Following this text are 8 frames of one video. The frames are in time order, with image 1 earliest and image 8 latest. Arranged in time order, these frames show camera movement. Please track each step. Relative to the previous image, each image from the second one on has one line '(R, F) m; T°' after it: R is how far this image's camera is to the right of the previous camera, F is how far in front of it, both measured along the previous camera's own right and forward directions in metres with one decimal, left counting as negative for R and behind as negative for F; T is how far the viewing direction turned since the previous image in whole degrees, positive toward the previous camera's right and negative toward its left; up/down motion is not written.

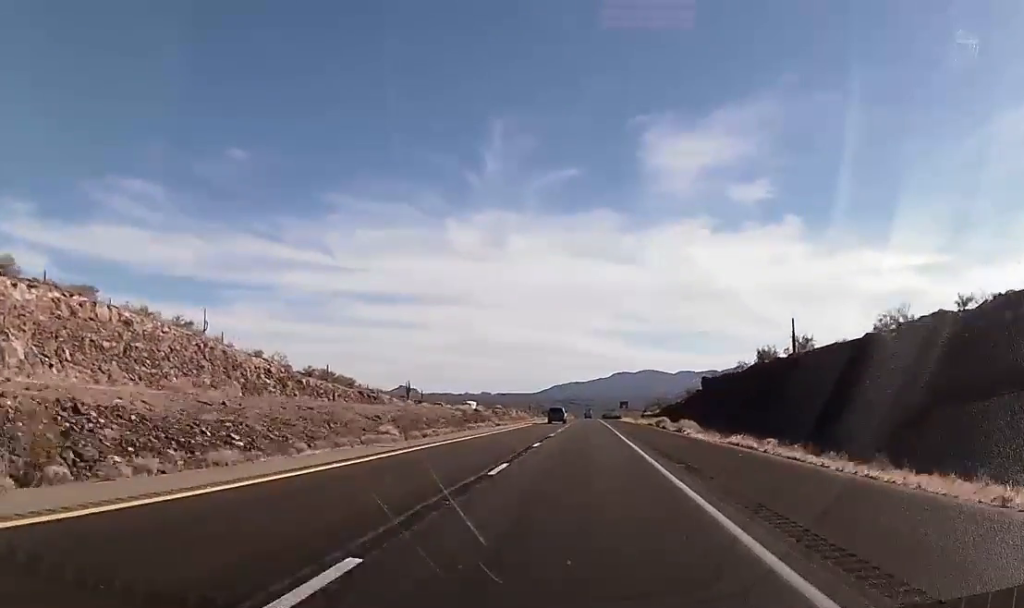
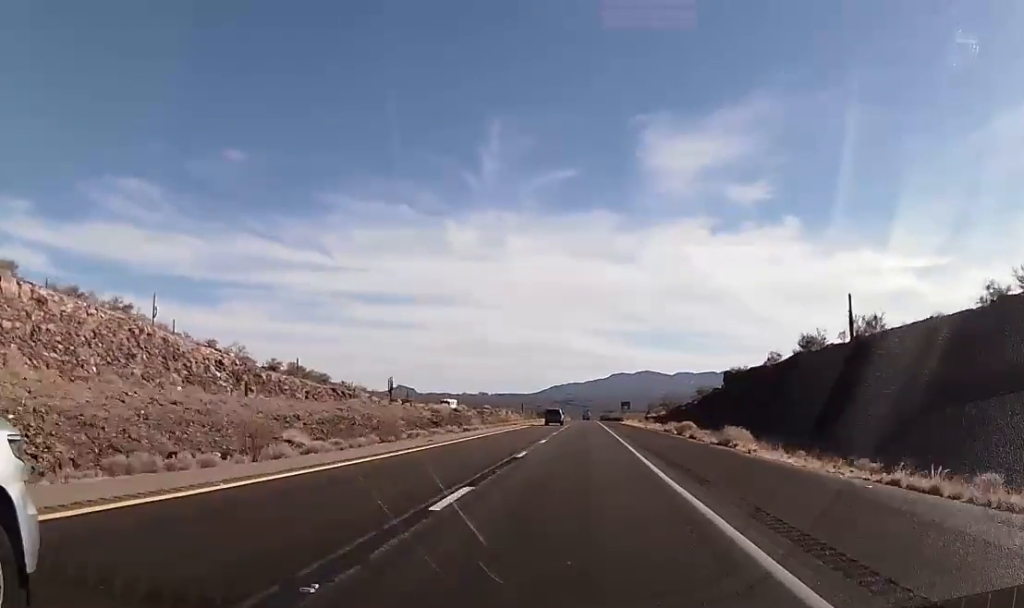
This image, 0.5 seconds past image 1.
(+0.1, +18.0) m; 0°
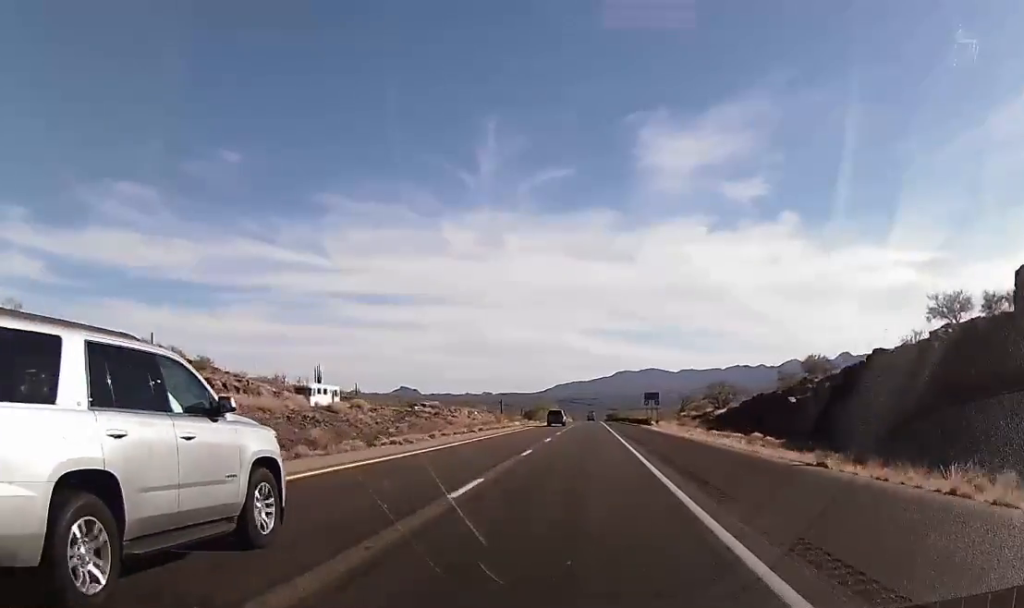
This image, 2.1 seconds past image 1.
(+0.1, +58.3) m; 0°
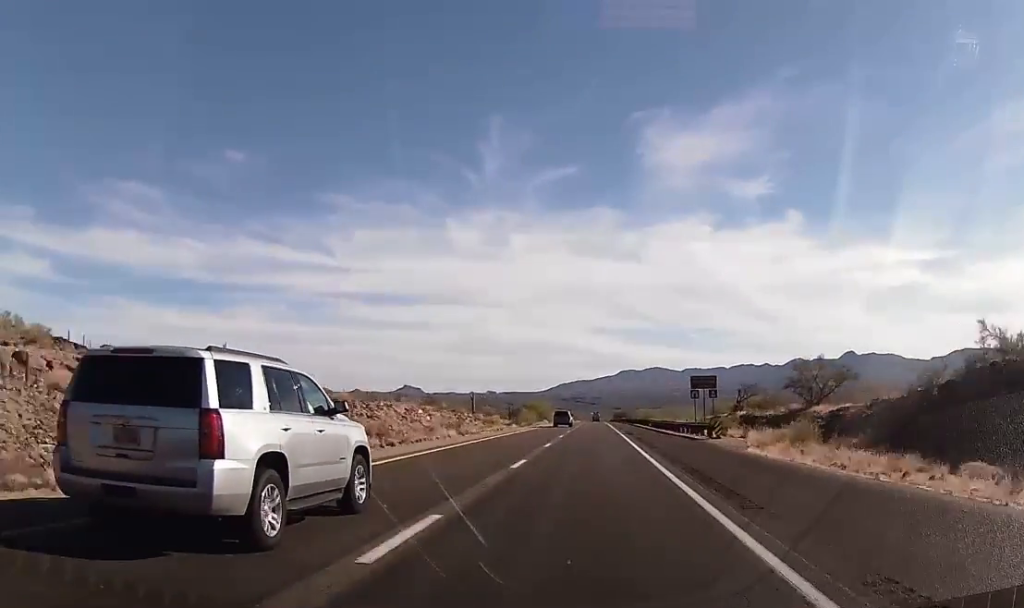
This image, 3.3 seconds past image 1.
(+0.2, +41.2) m; 0°
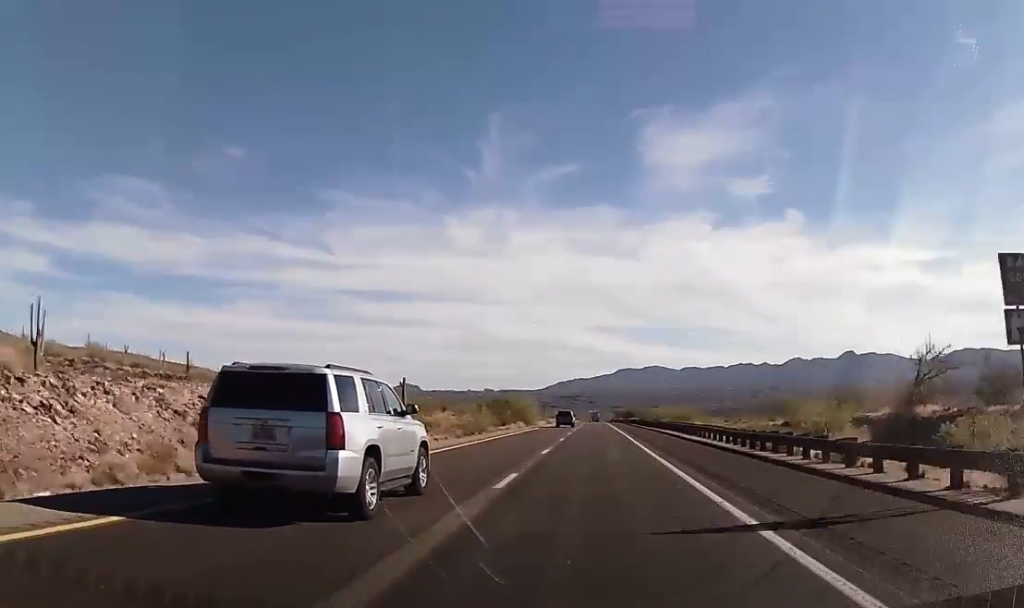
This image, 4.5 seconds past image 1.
(-0.4, +41.3) m; -1°
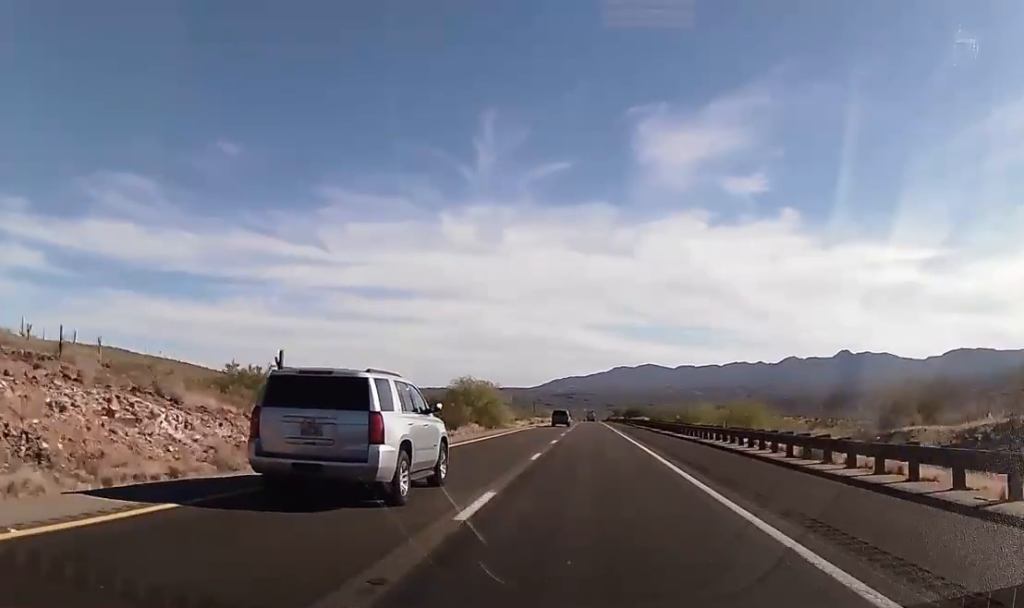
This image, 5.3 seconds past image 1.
(0.0, +28.5) m; 0°
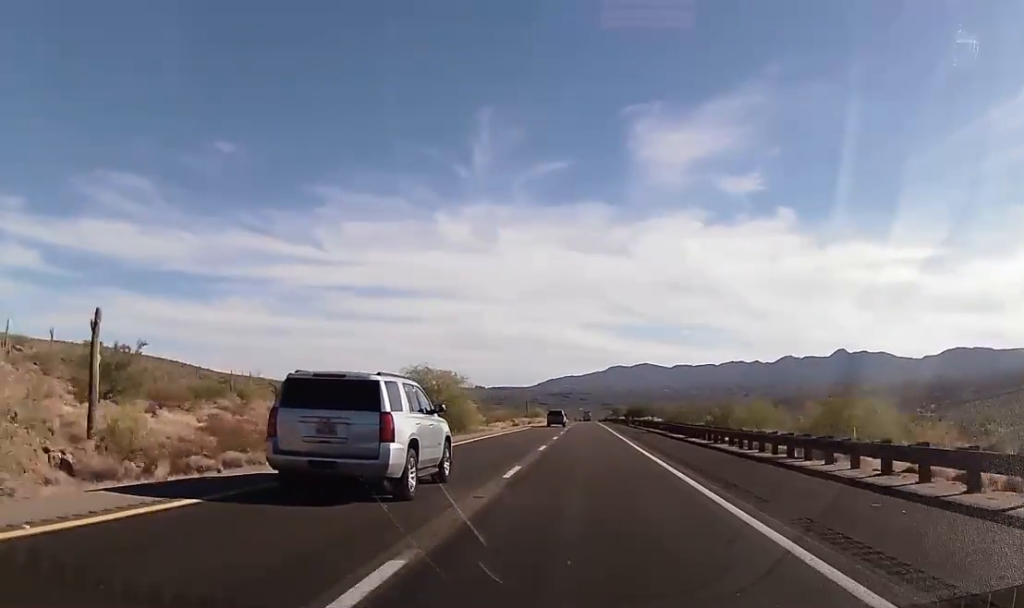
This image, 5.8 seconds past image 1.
(+0.1, +17.9) m; 0°
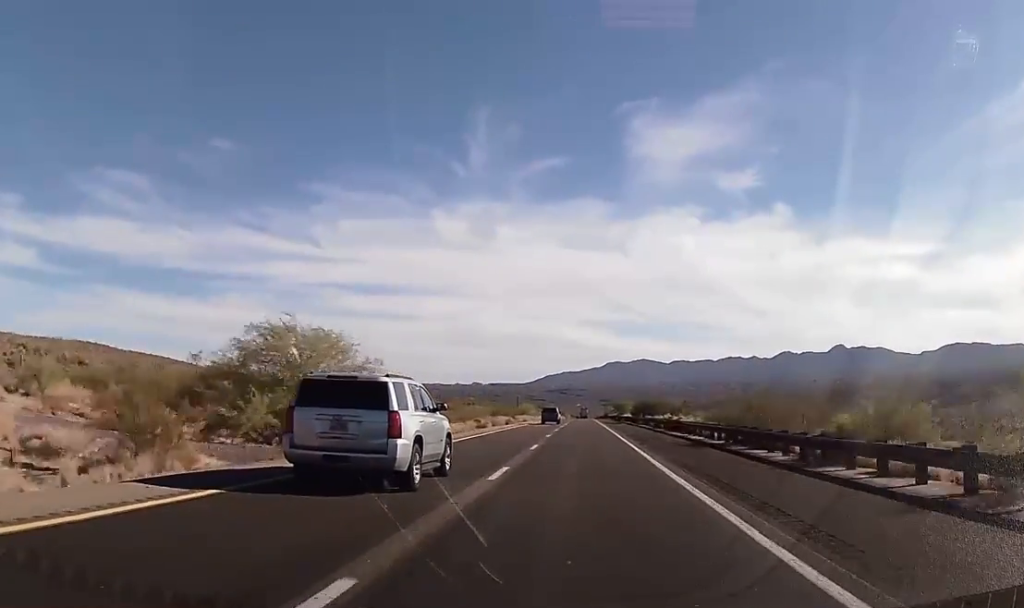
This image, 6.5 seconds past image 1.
(0.0, +25.0) m; 0°
